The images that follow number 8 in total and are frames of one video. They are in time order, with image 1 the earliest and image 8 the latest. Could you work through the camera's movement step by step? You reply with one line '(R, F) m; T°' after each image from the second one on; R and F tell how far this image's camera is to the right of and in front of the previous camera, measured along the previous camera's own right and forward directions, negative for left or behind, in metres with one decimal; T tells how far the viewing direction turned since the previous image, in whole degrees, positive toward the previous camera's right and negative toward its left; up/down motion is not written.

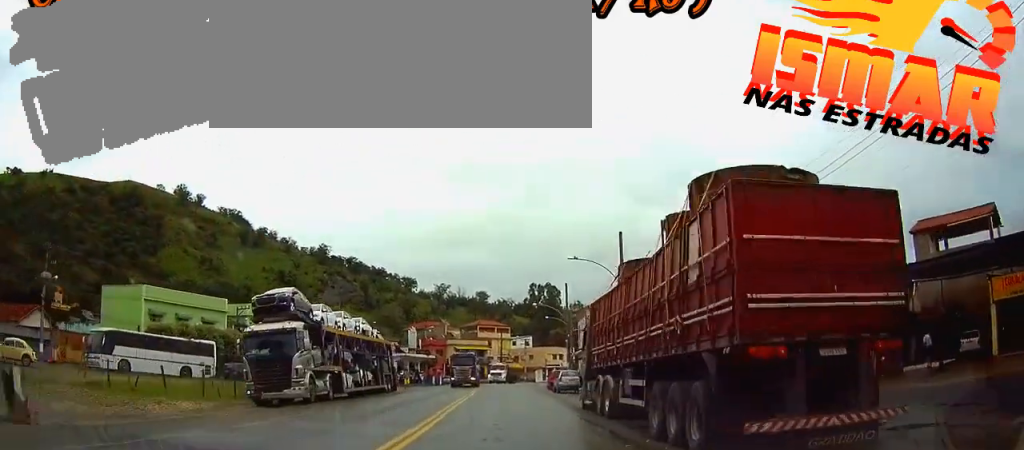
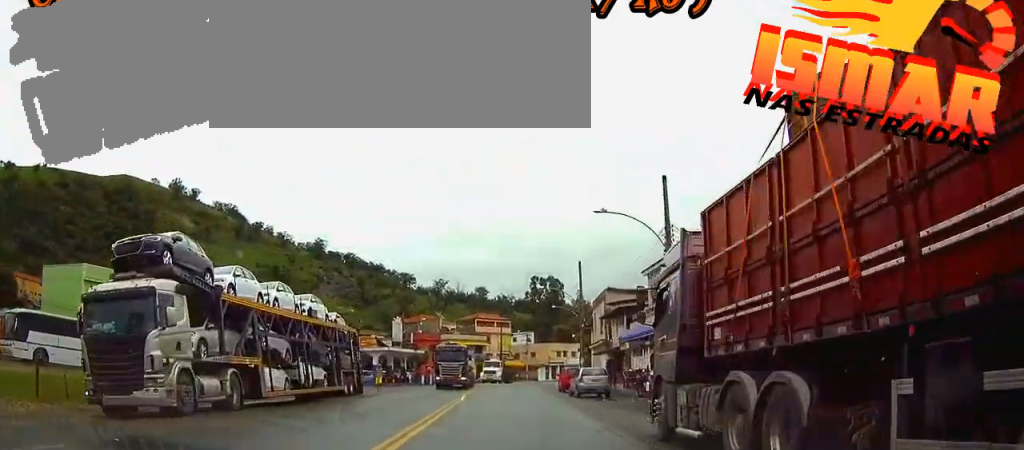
(-0.1, +10.9) m; 0°
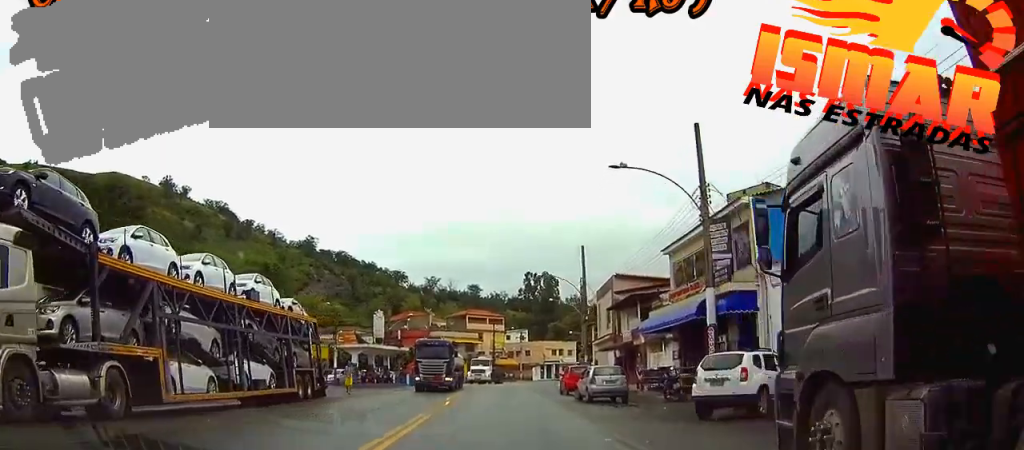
(-0.1, +6.1) m; 0°
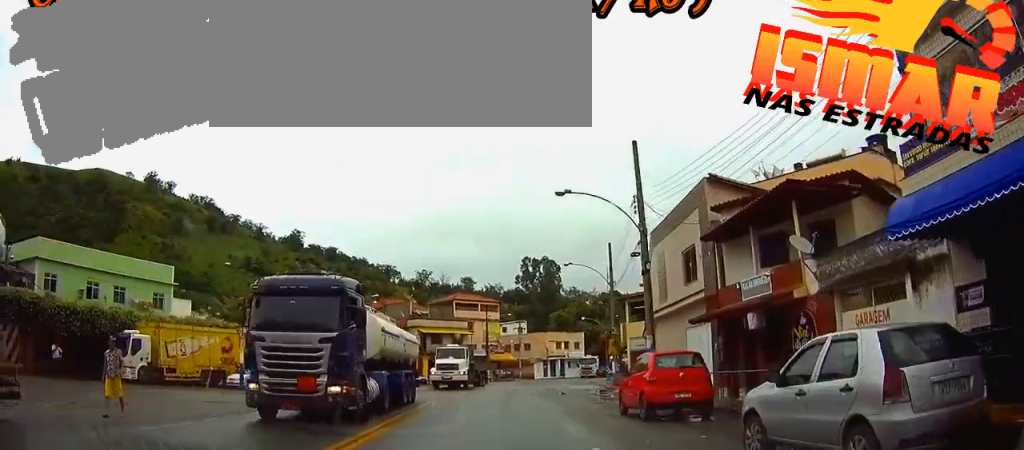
(+0.4, +19.9) m; +2°
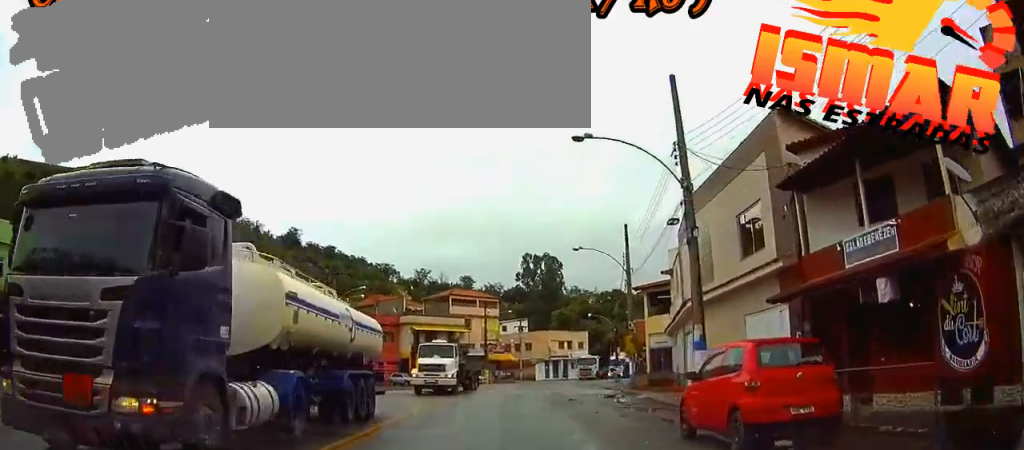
(0.0, +5.9) m; 0°
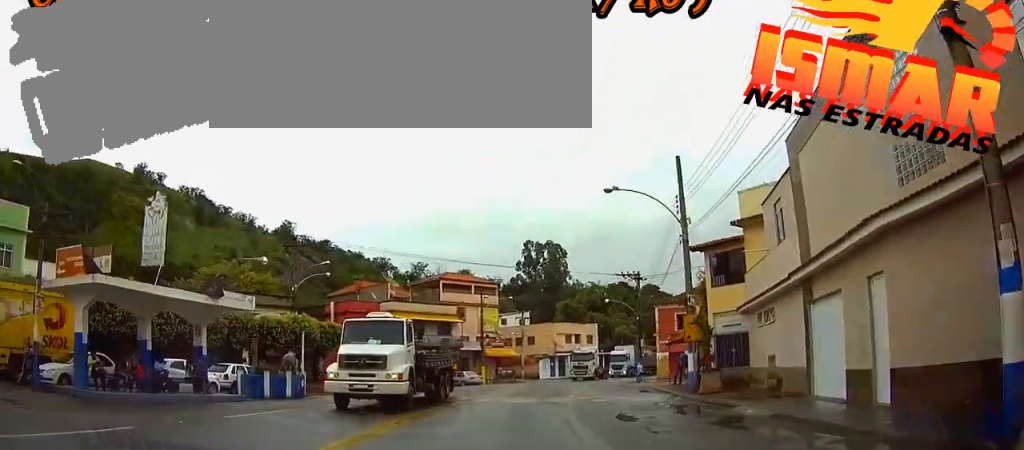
(-0.1, +11.6) m; 0°
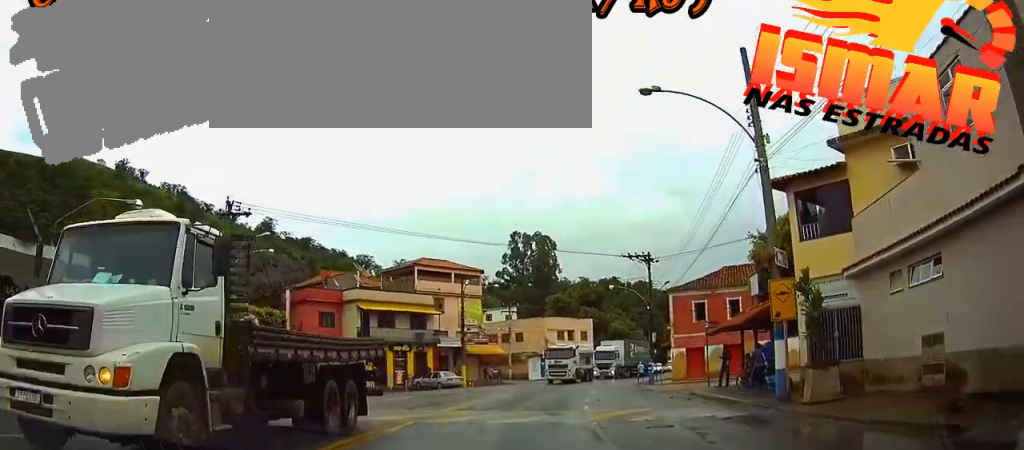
(+0.1, +9.0) m; +3°
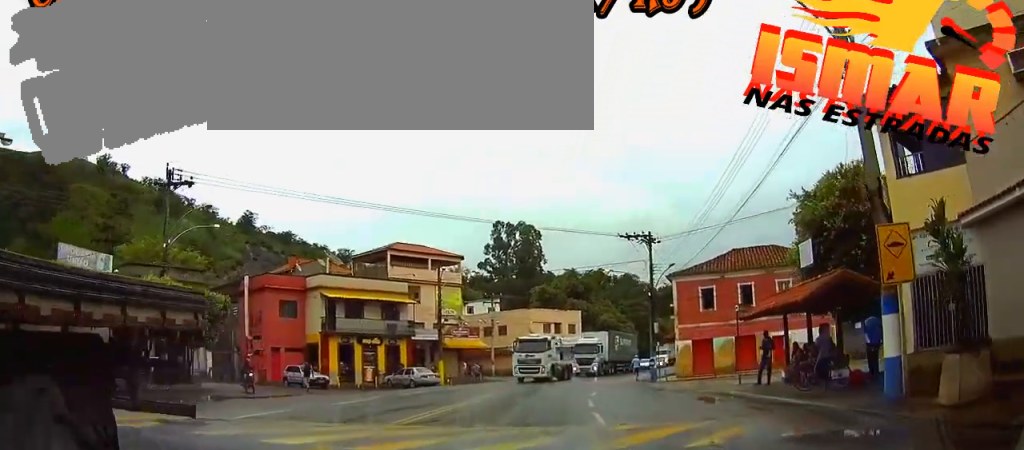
(+0.2, +4.8) m; +4°
